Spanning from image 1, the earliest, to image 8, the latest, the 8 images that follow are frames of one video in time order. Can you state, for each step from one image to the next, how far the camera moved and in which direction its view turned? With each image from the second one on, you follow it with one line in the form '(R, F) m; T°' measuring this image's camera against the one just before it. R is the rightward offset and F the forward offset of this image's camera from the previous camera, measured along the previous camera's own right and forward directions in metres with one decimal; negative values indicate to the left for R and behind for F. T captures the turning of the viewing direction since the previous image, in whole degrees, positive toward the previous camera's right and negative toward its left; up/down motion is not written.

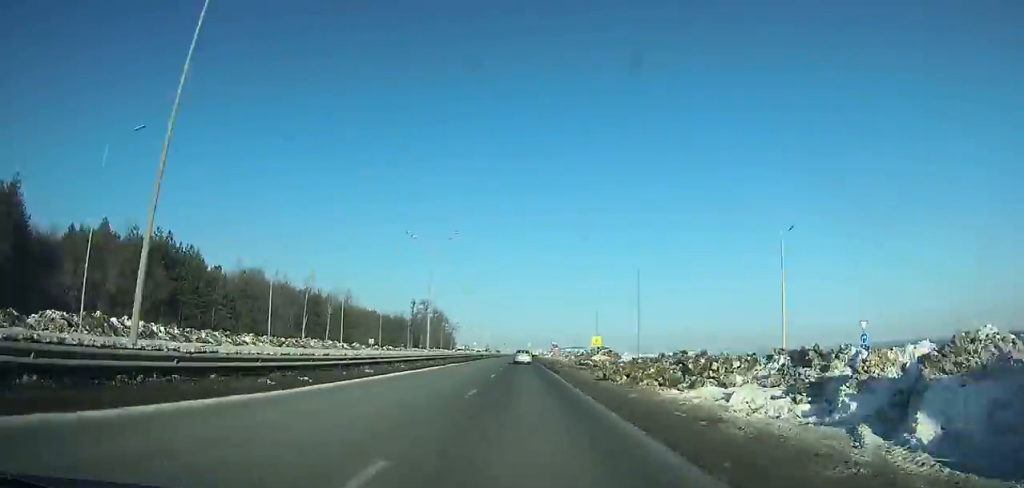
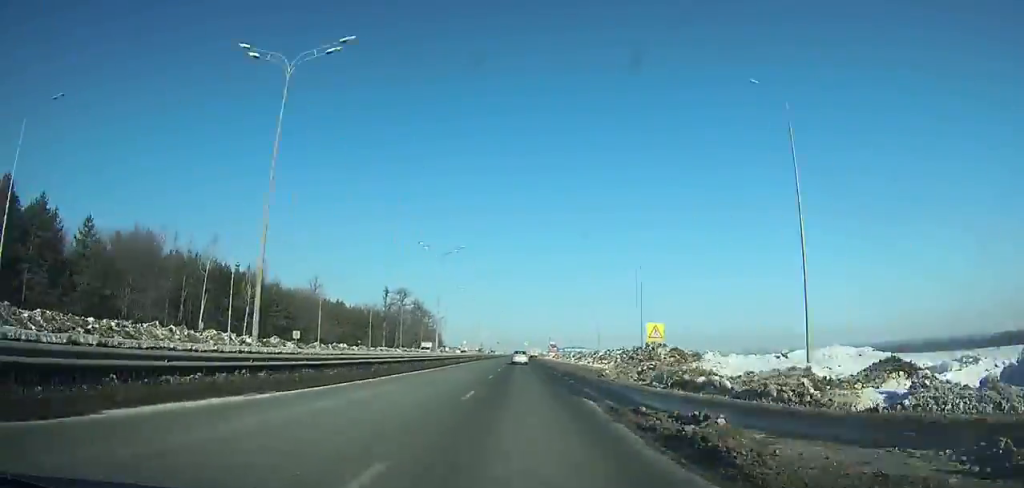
(0.0, +36.4) m; 0°
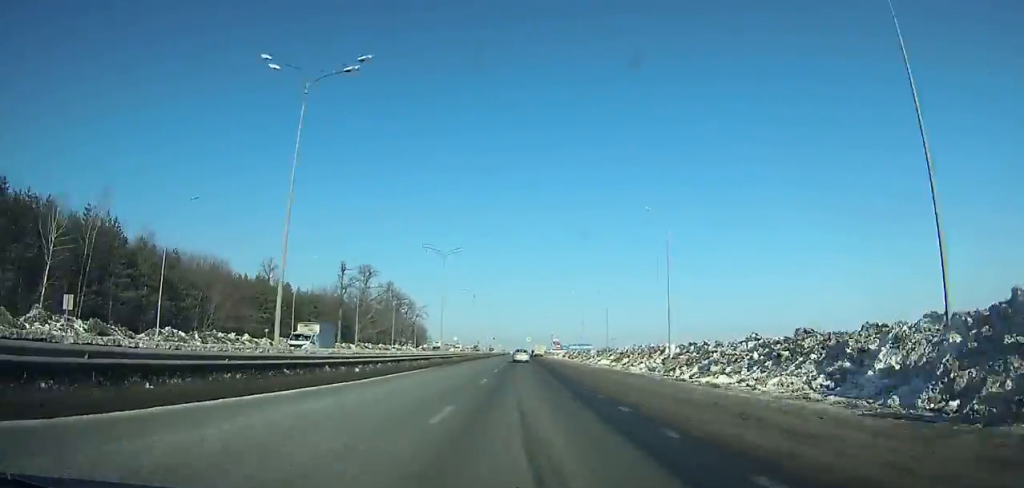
(+0.1, +41.6) m; 0°
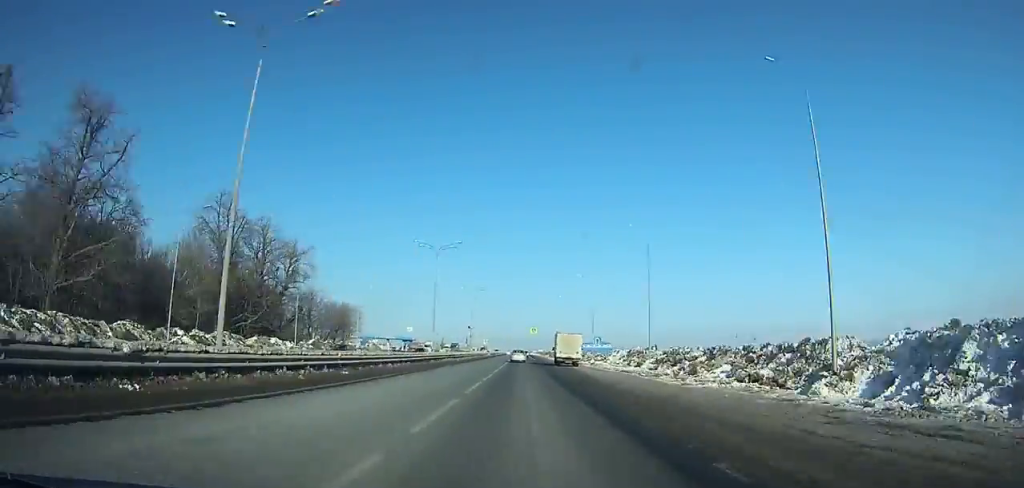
(-0.1, +91.1) m; 0°
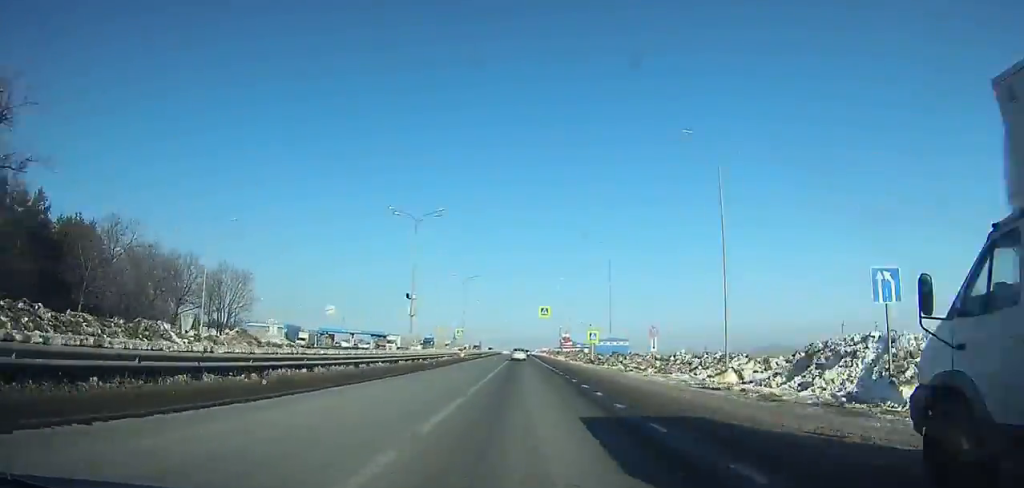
(0.0, +56.1) m; 0°
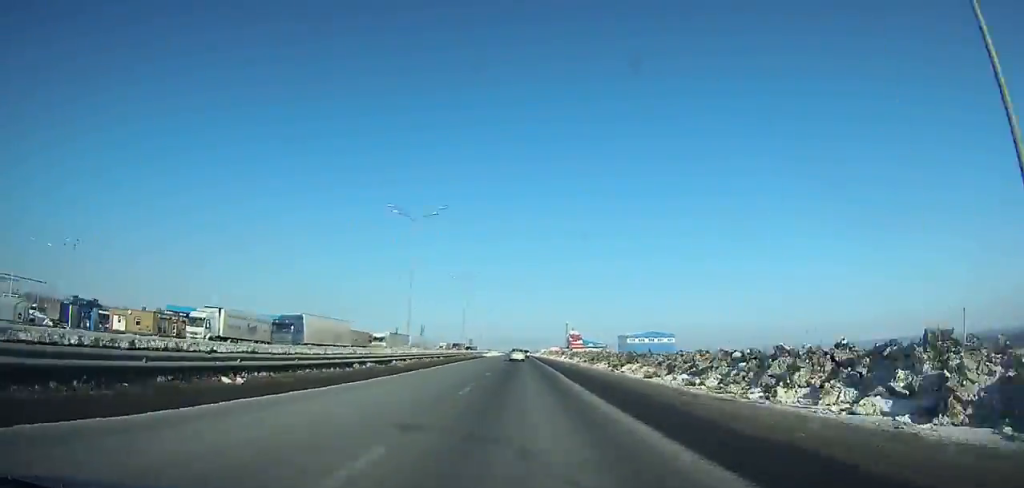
(-0.1, +86.1) m; 0°
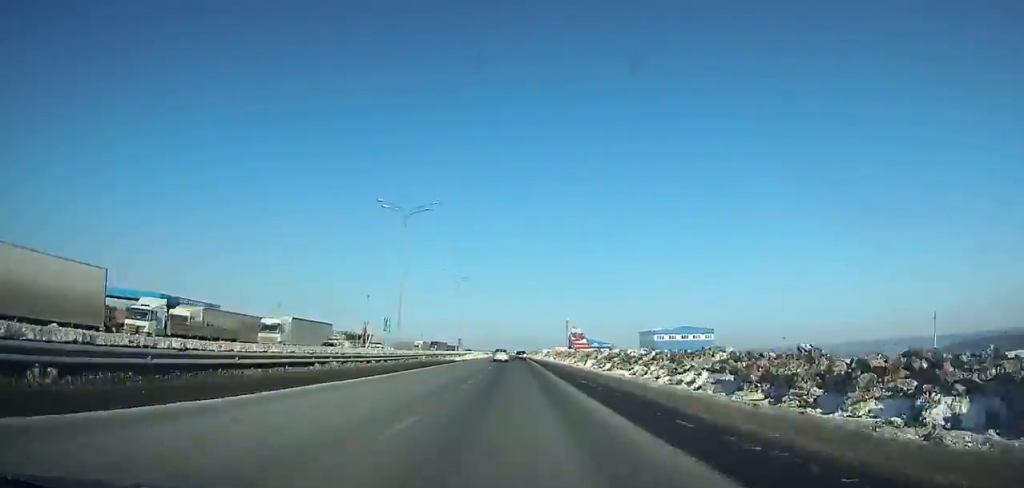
(+0.2, +44.4) m; 0°
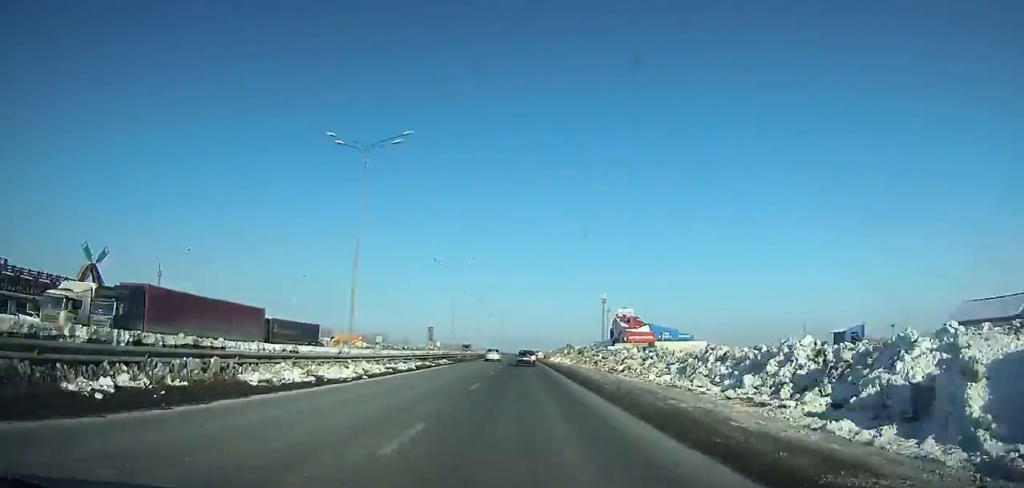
(+0.2, +141.3) m; 0°
